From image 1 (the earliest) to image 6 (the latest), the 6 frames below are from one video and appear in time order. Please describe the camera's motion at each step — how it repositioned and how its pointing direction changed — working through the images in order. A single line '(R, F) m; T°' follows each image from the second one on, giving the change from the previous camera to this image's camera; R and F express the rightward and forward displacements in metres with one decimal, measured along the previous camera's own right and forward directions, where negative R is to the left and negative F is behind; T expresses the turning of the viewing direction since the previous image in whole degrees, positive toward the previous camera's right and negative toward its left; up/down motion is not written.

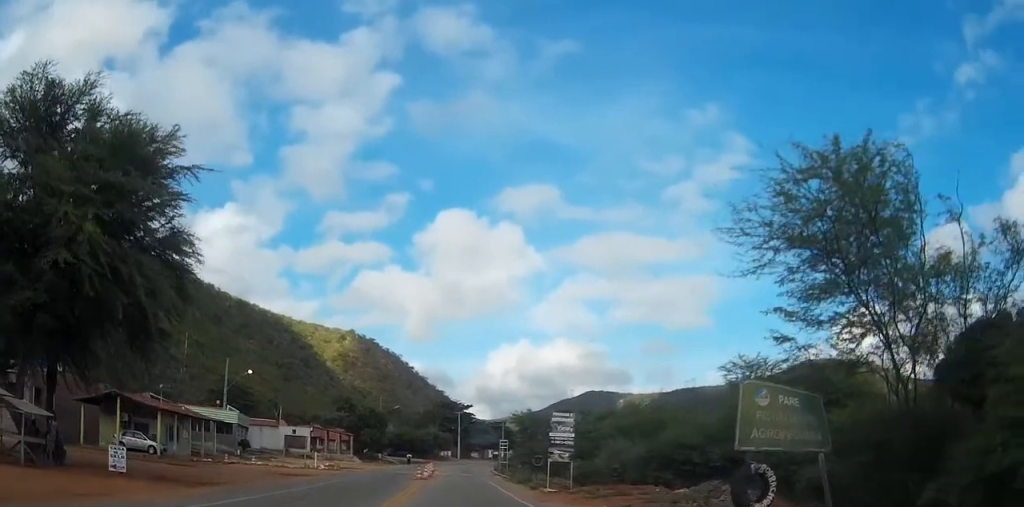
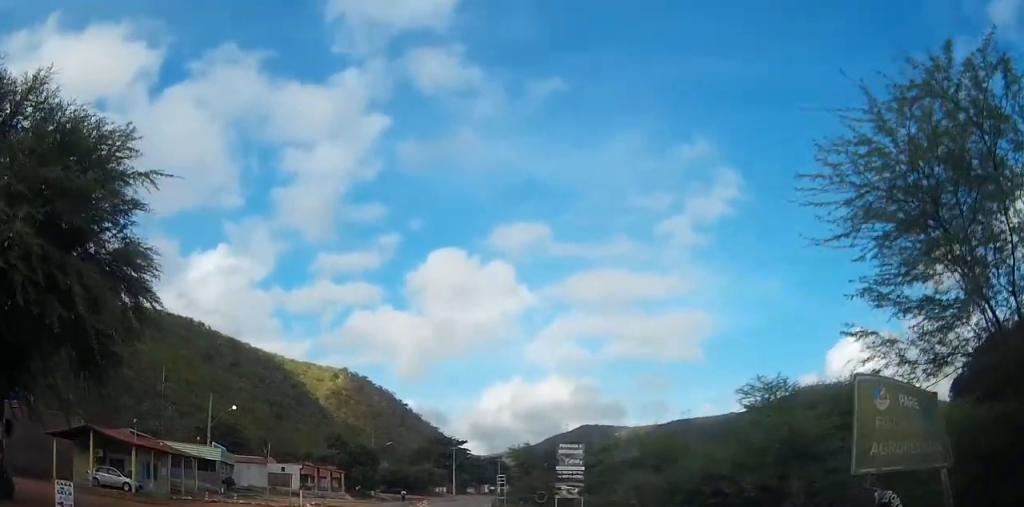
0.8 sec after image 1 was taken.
(0.0, +3.5) m; 0°
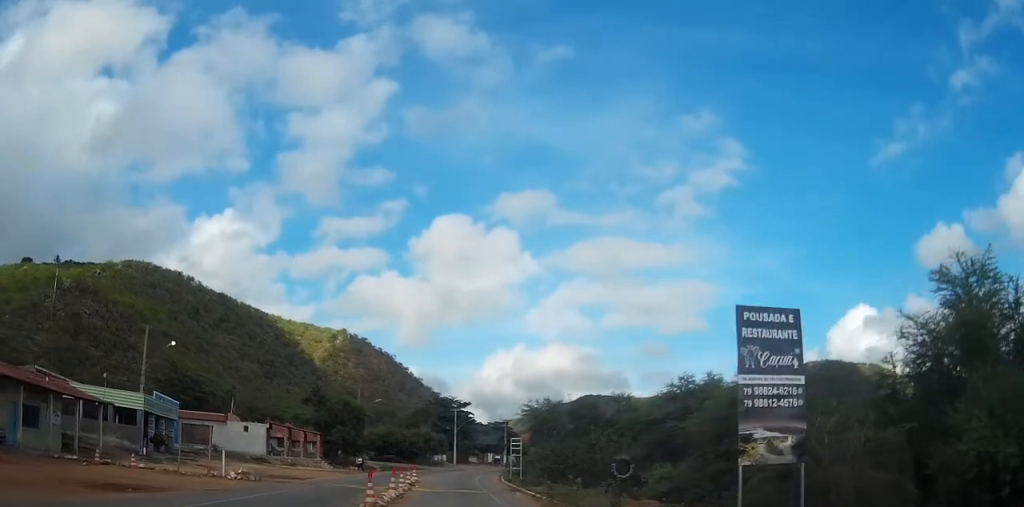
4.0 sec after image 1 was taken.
(-0.7, +18.2) m; -3°
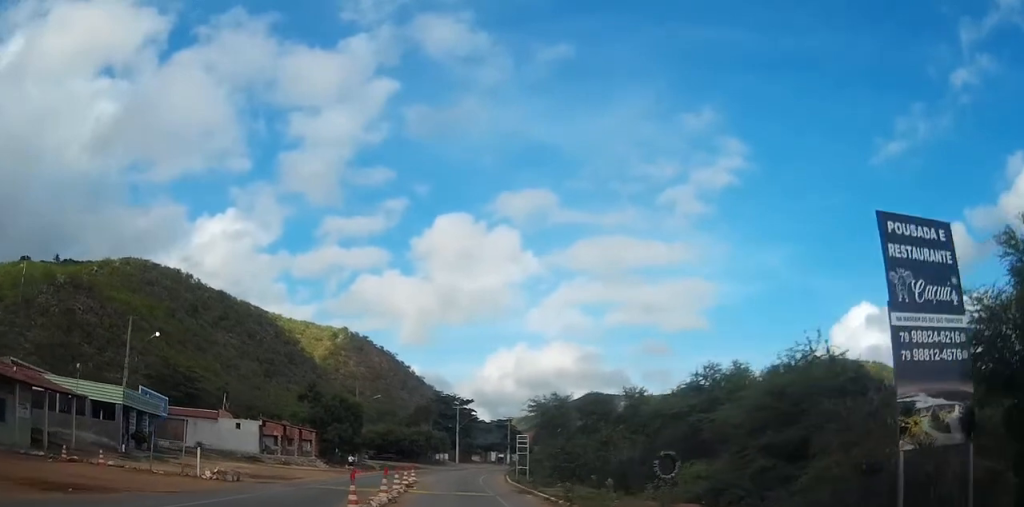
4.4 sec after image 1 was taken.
(+0.1, +3.7) m; 0°
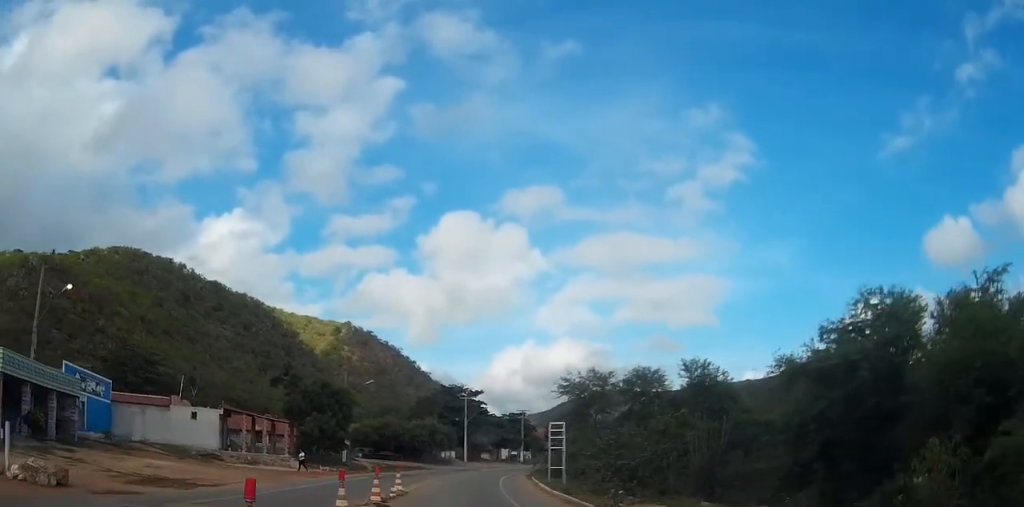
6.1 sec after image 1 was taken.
(0.0, +13.3) m; +1°
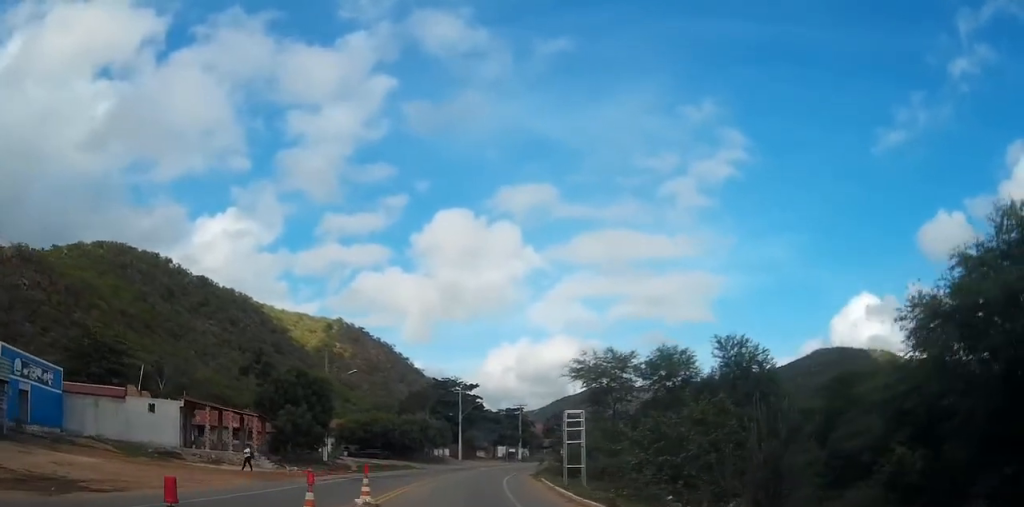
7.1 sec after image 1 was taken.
(+0.2, +5.9) m; +1°
